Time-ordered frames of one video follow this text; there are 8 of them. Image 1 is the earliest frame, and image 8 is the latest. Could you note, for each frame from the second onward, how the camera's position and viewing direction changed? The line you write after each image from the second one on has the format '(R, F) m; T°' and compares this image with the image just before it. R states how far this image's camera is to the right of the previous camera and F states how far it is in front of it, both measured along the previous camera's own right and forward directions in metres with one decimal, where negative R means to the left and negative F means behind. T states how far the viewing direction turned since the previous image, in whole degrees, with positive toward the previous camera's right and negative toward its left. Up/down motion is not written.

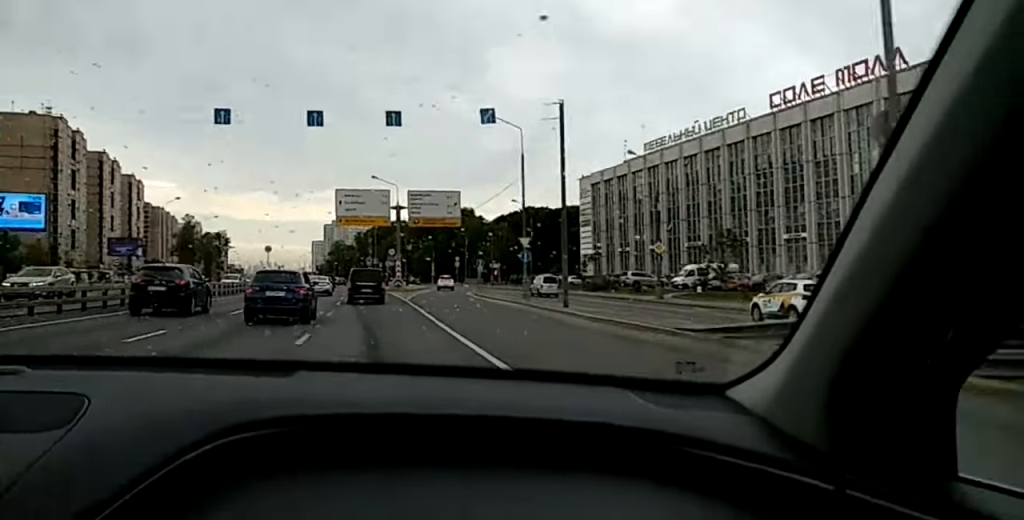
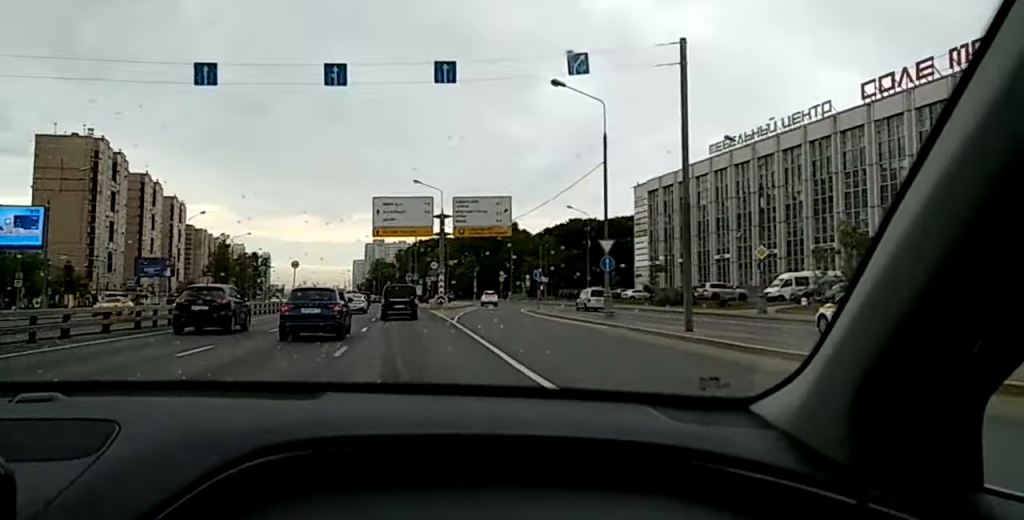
(-0.1, +11.0) m; -2°
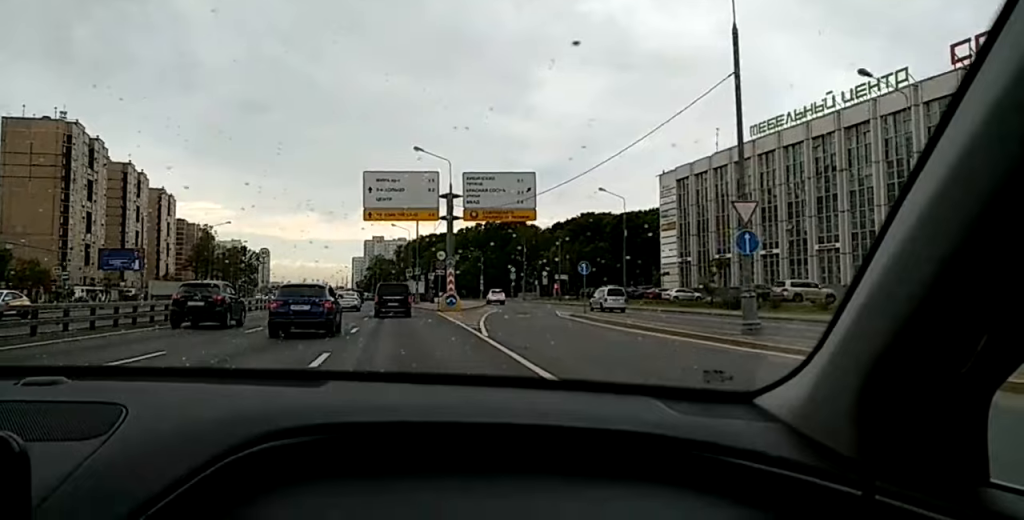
(-0.4, +14.5) m; -2°
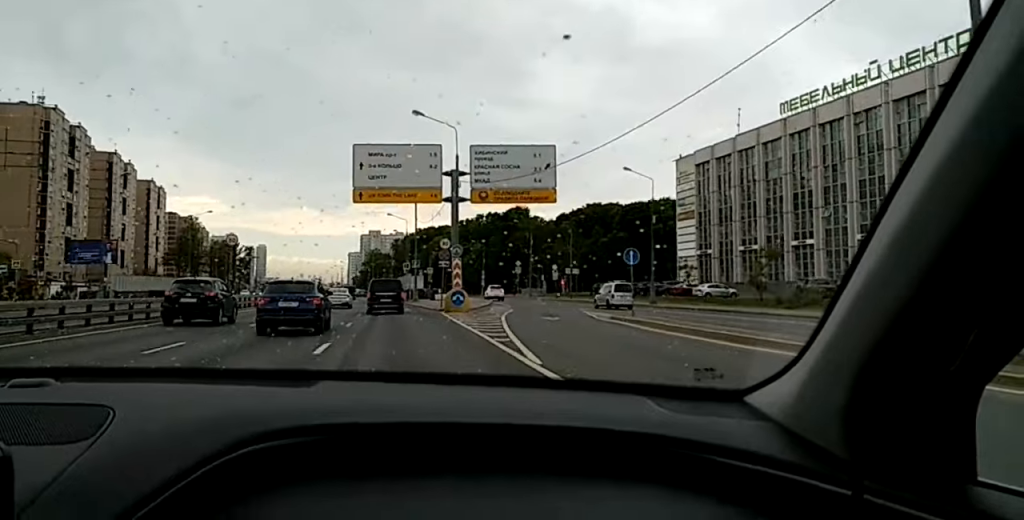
(0.0, +9.4) m; 0°
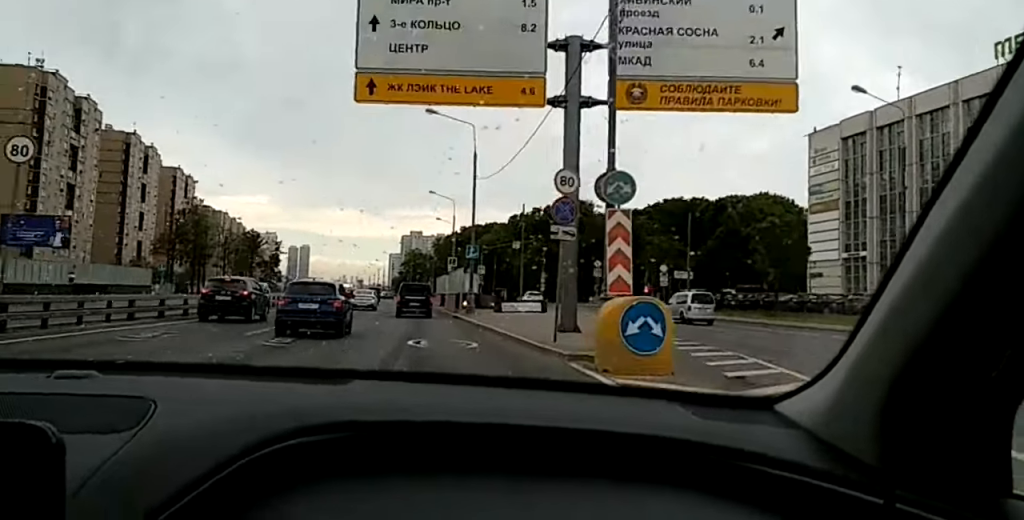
(-0.2, +28.9) m; 0°
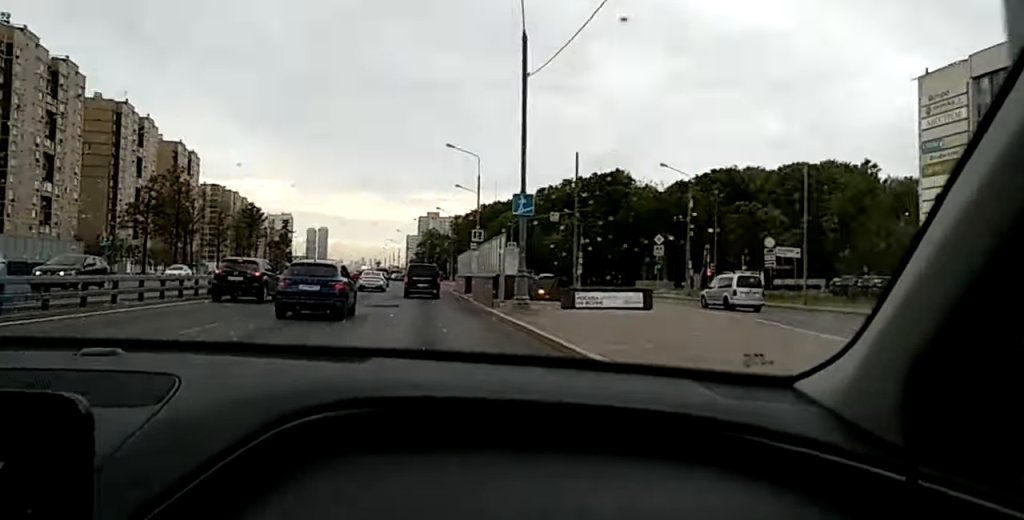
(+0.3, +17.8) m; 0°
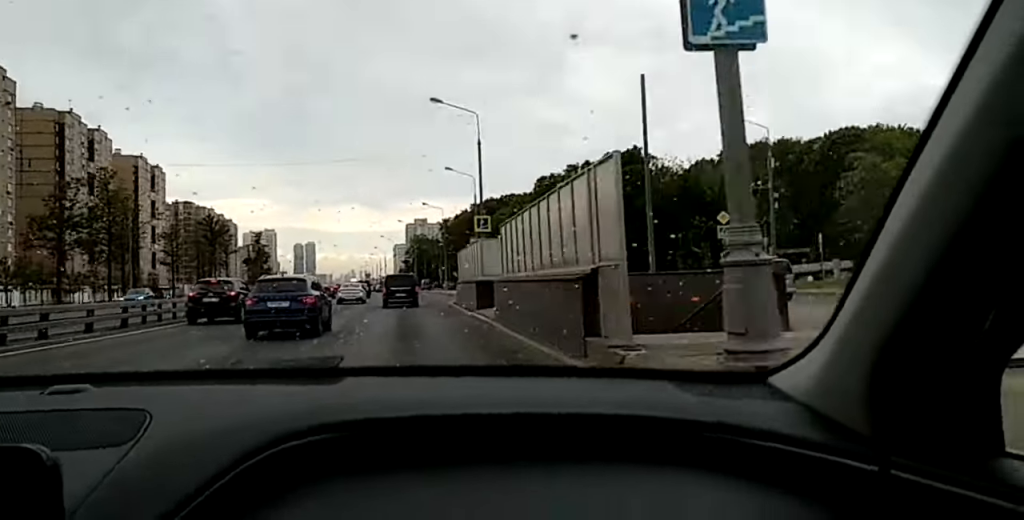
(-0.3, +18.4) m; -2°
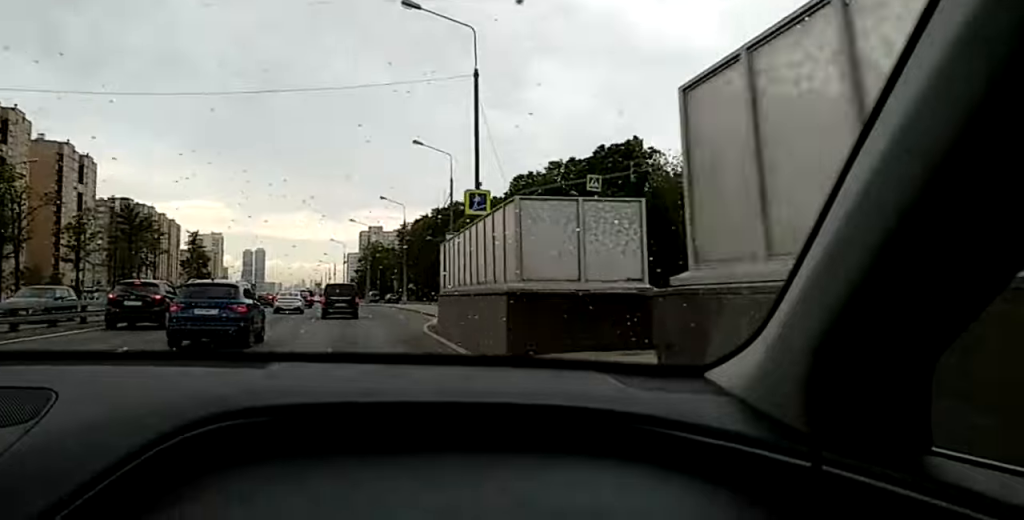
(-0.4, +15.6) m; 0°
